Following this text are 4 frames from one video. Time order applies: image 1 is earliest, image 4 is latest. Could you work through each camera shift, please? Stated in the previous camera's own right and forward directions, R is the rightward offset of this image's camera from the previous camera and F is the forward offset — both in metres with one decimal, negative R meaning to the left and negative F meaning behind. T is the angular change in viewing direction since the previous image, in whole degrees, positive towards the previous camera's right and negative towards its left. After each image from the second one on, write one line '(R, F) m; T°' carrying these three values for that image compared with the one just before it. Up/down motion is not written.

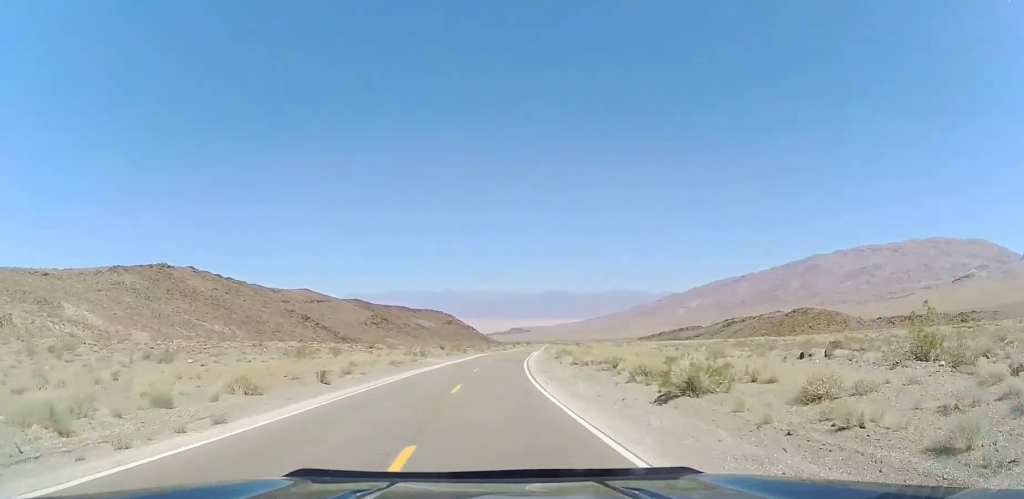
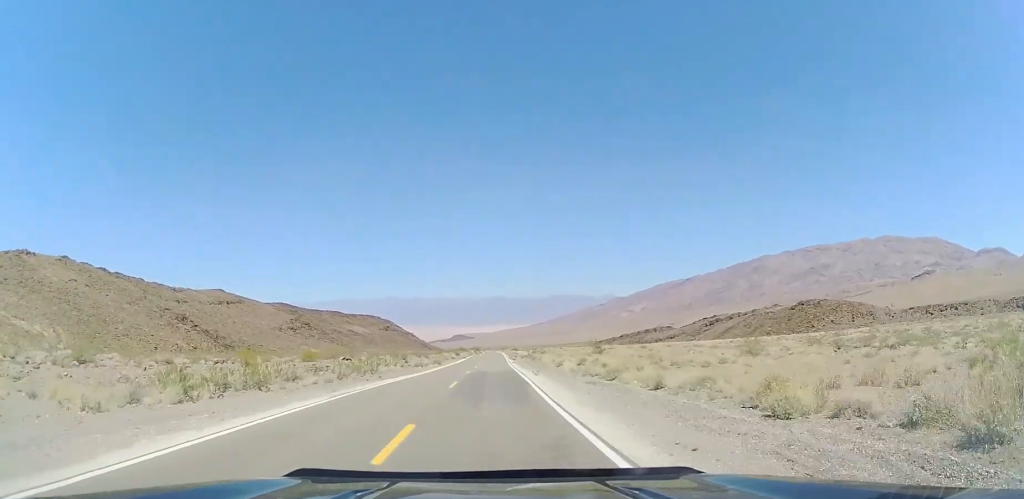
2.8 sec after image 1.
(+3.3, +70.2) m; +6°
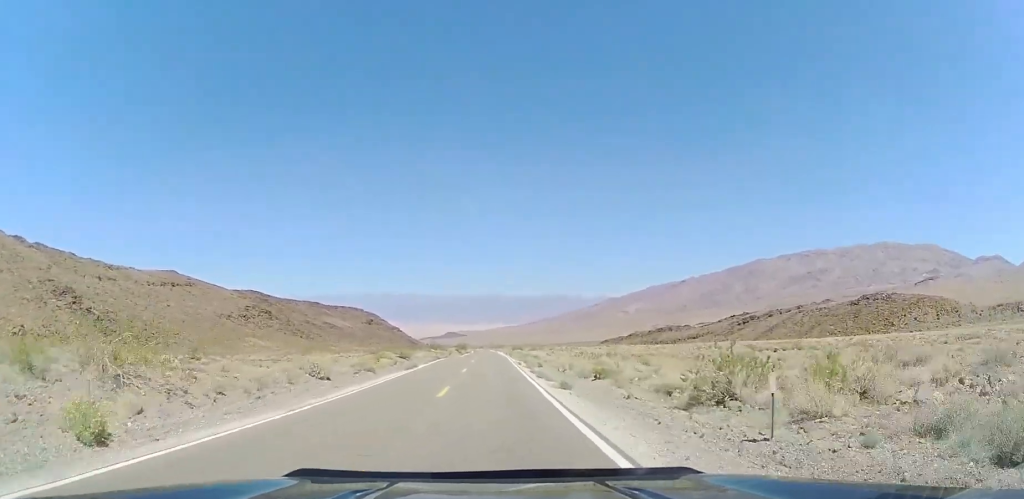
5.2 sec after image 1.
(+2.2, +62.7) m; +3°
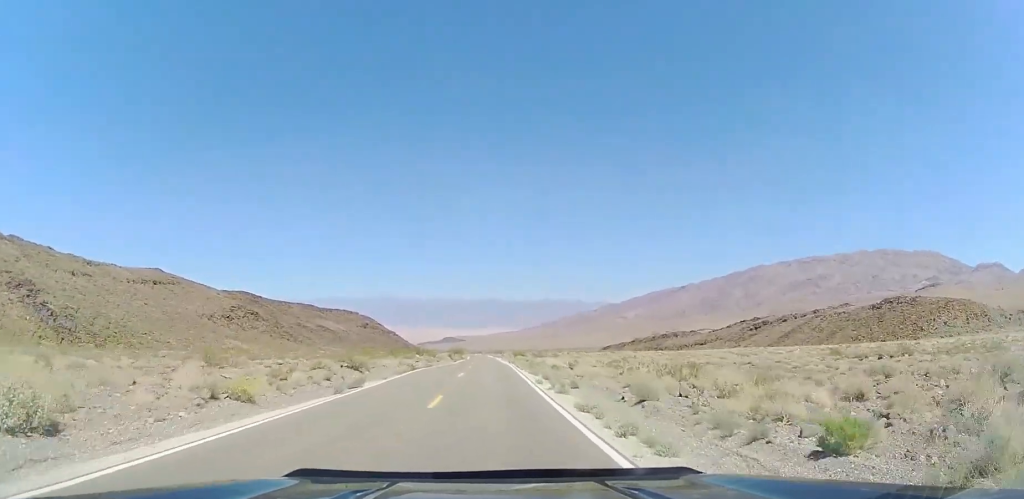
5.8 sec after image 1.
(0.0, +17.6) m; 0°
